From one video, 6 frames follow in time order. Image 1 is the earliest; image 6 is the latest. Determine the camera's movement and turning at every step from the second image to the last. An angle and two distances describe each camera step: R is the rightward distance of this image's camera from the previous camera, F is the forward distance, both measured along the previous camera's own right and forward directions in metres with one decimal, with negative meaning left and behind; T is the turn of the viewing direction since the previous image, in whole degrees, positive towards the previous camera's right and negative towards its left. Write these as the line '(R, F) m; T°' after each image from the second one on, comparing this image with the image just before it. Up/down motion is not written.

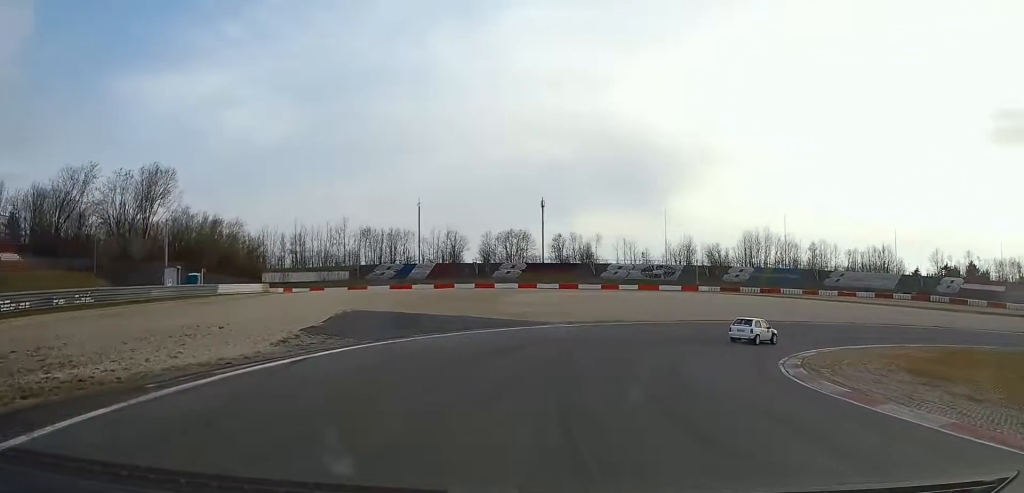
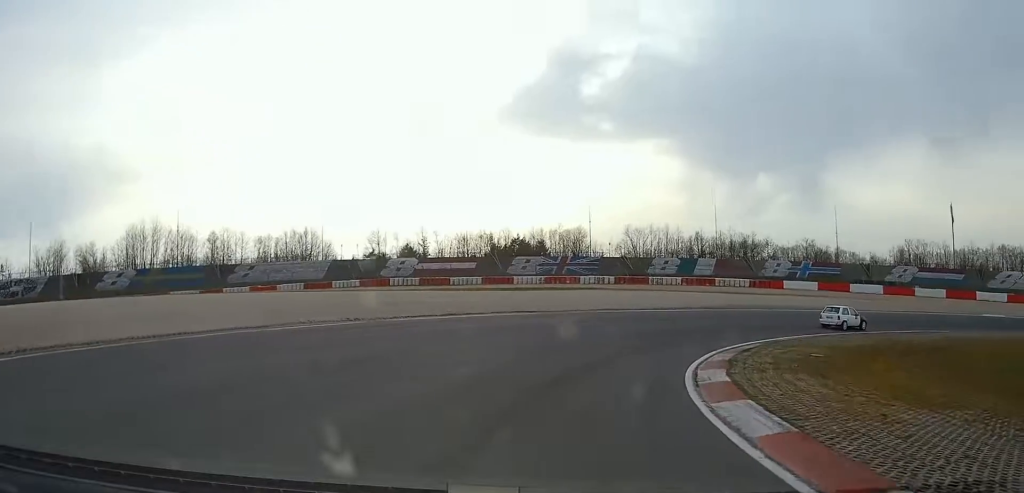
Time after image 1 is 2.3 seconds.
(+14.4, +38.8) m; +47°
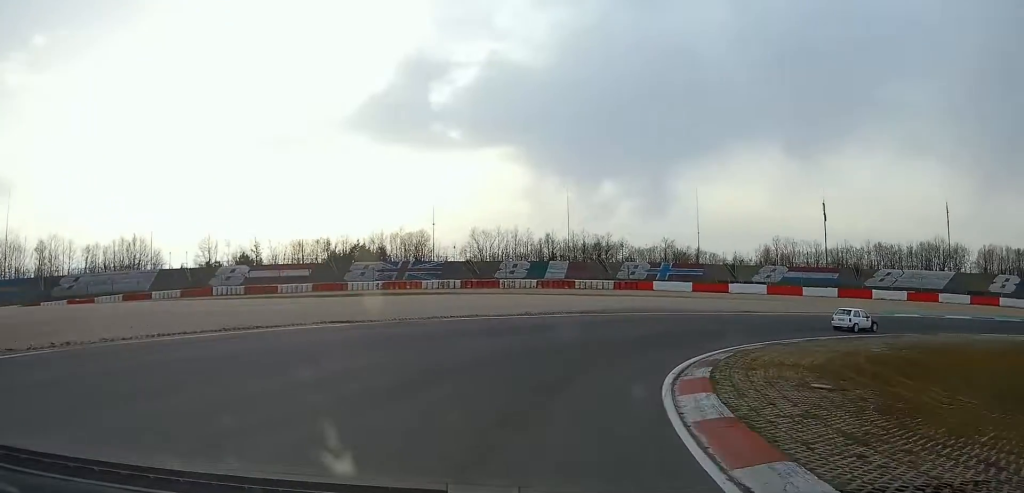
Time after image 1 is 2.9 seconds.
(+1.4, +9.6) m; +13°
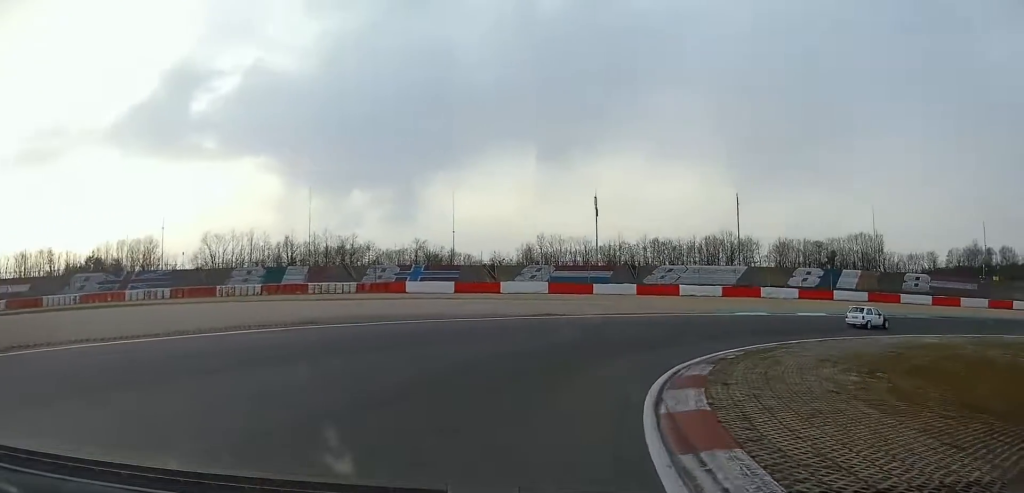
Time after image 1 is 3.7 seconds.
(+2.0, +14.2) m; +22°
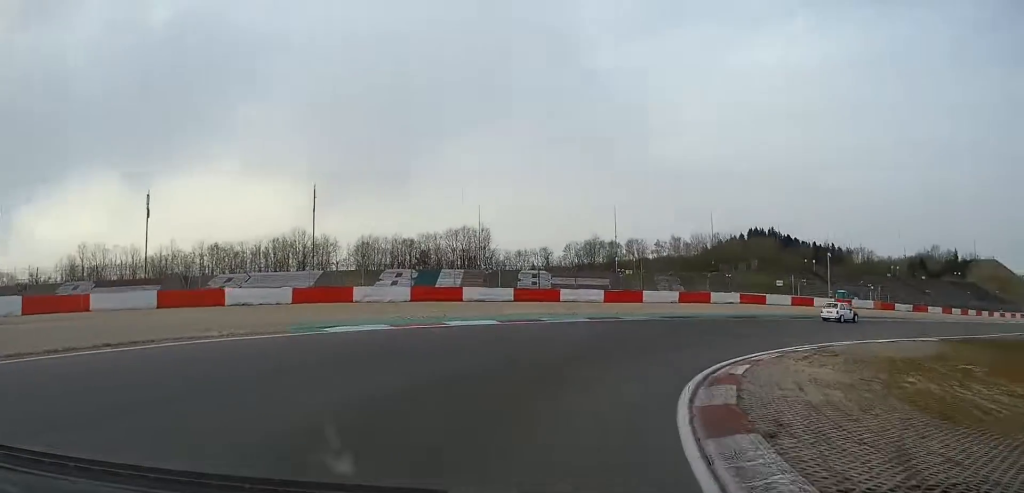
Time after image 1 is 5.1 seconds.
(+8.8, +20.3) m; +43°
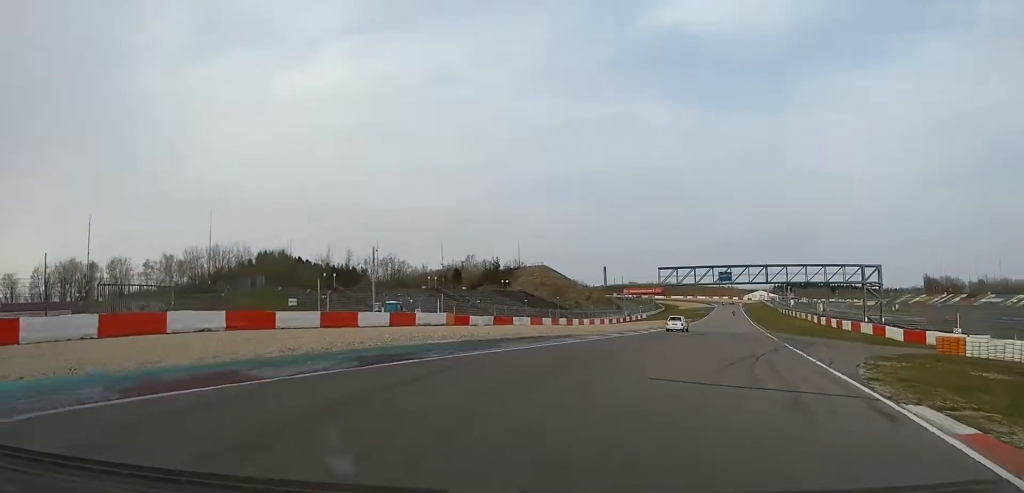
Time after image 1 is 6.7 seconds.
(+12.8, +31.2) m; +40°
